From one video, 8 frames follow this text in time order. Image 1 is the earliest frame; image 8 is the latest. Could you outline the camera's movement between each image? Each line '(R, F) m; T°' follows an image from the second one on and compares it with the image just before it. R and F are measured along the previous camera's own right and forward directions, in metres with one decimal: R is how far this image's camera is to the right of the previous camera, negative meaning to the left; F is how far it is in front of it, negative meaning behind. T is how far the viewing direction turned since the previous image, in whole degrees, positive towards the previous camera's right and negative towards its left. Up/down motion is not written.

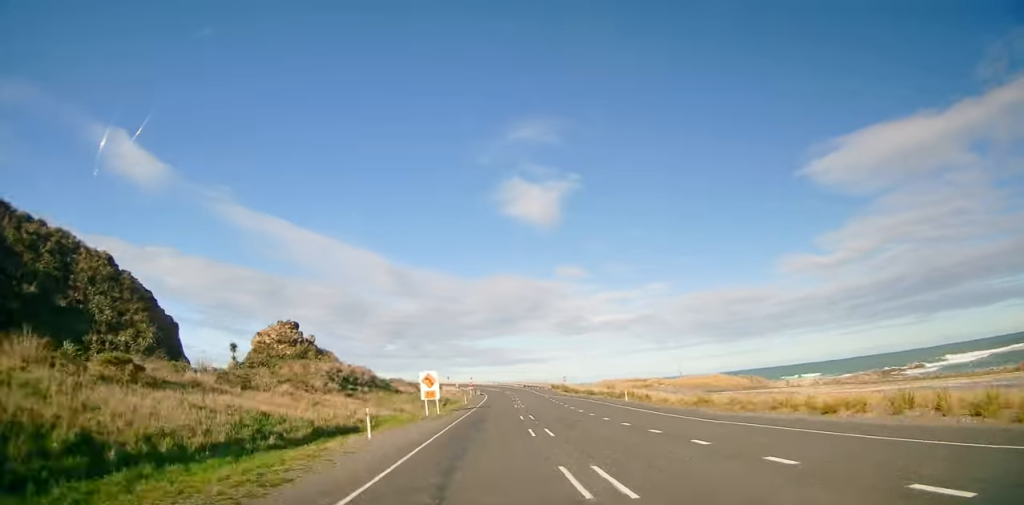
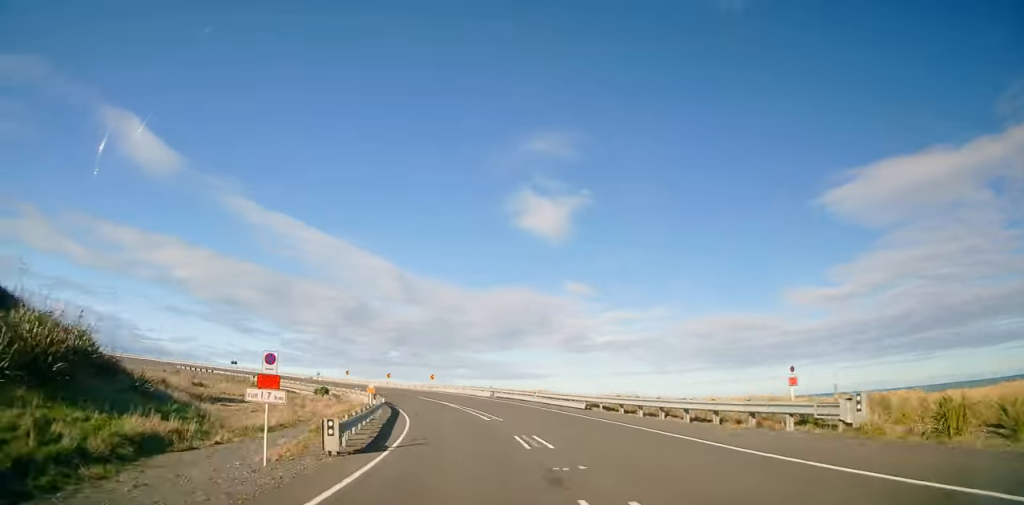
(+1.2, +71.2) m; -9°
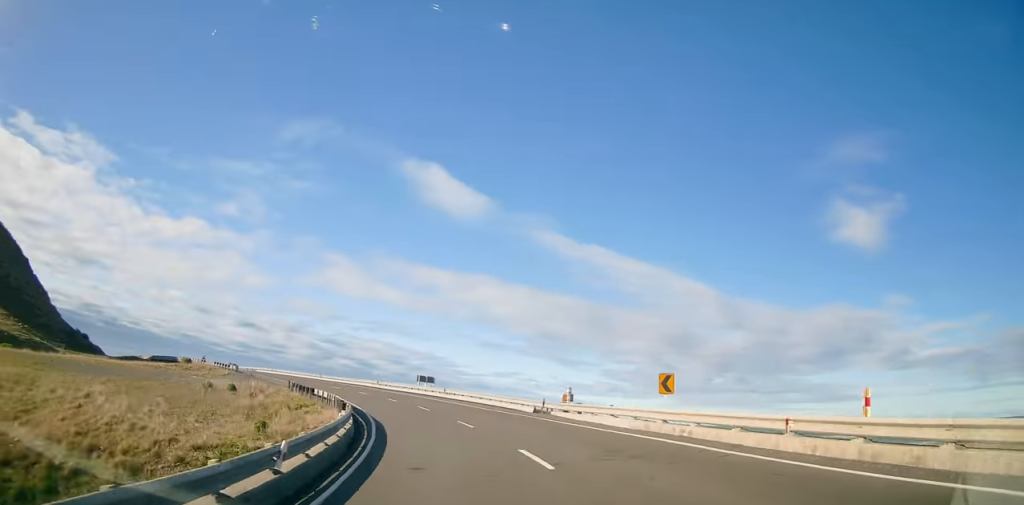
(-20.7, +59.0) m; -42°
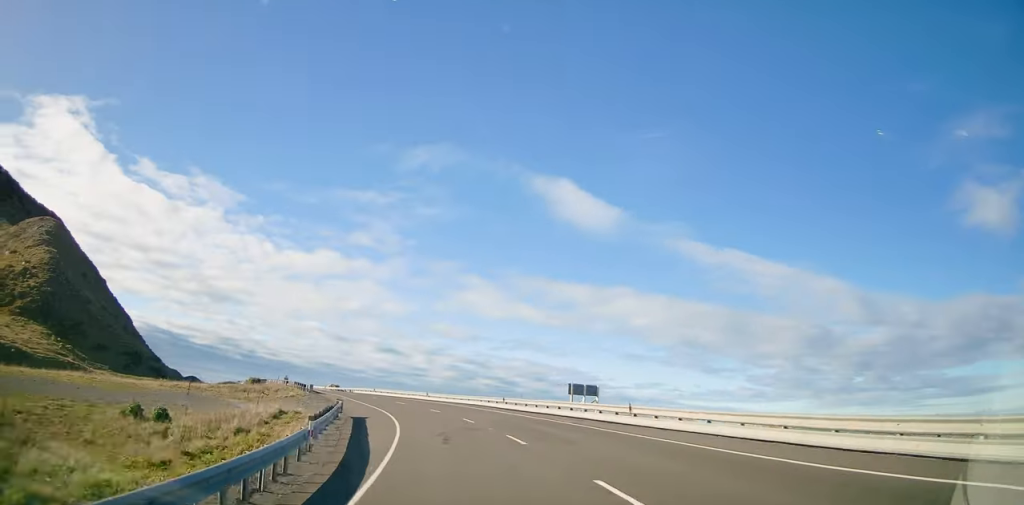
(-9.0, +24.9) m; -14°
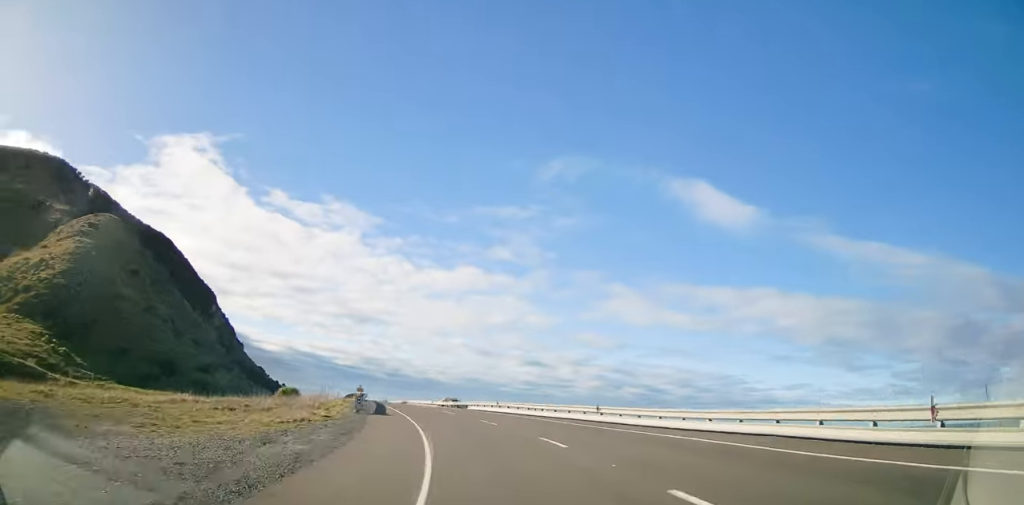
(-3.5, +32.6) m; -6°
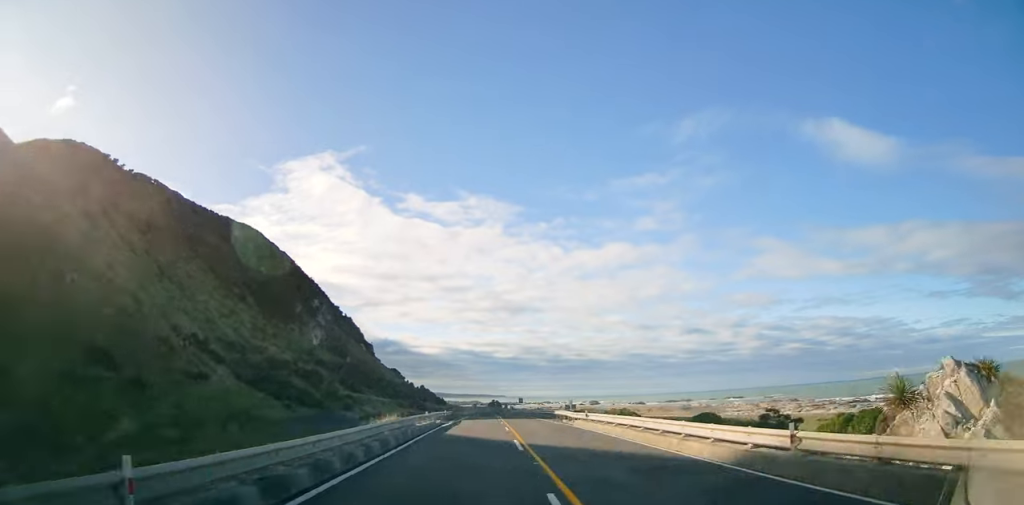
(-0.2, +81.2) m; -1°
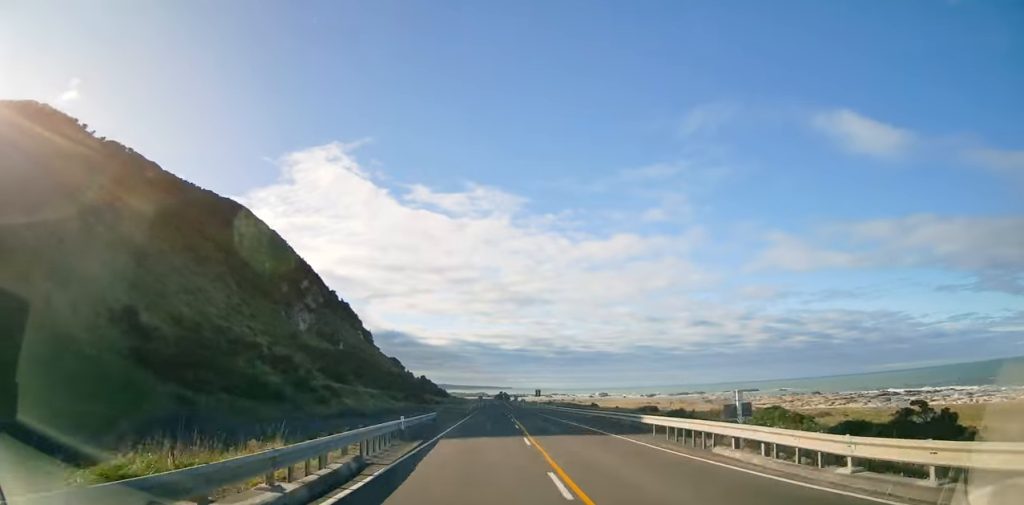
(-0.1, +26.7) m; -2°
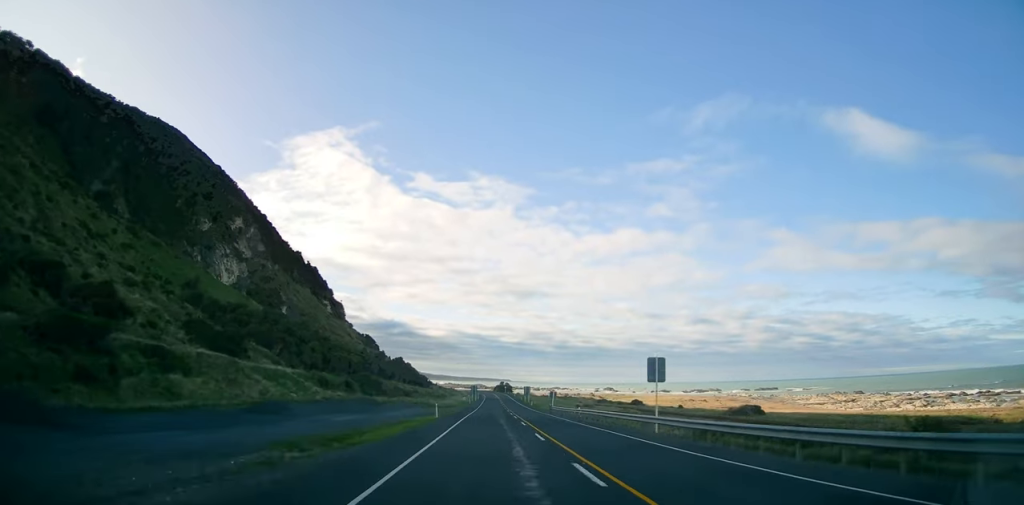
(-3.3, +64.3) m; -4°
